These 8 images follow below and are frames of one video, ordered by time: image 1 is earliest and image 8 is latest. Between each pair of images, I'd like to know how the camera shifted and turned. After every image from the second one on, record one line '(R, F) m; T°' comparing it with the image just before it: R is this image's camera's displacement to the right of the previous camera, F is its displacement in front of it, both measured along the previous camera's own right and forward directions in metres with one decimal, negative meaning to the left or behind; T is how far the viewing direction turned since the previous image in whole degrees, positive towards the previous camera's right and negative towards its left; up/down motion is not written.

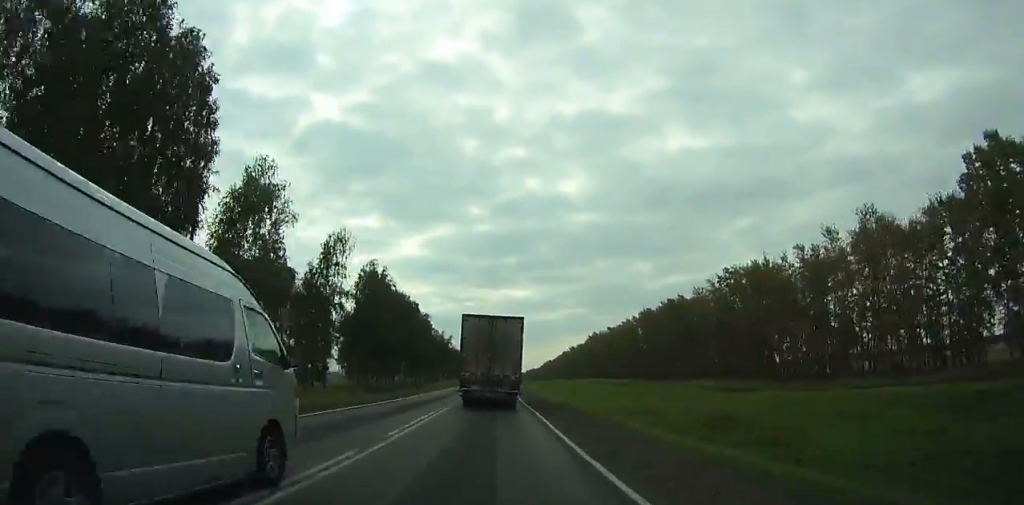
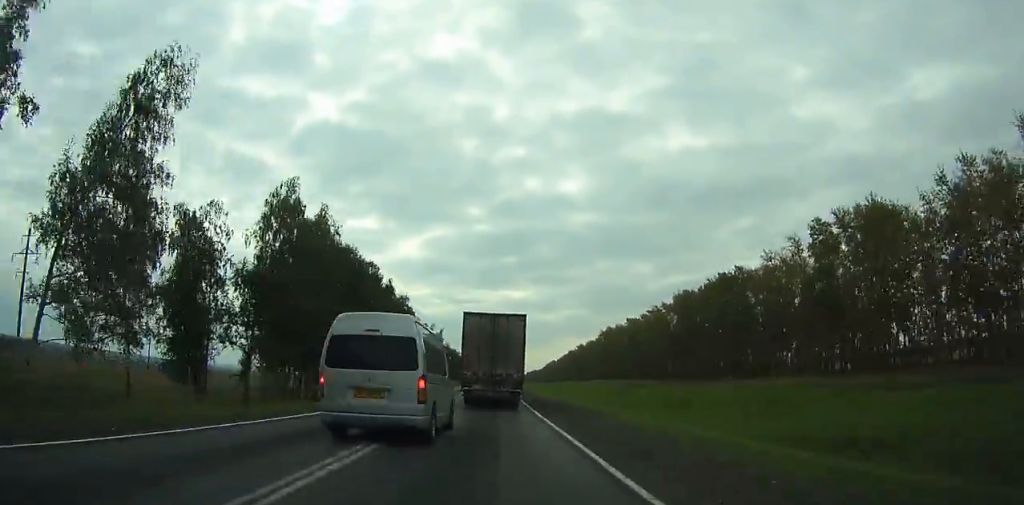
(+0.1, +34.3) m; 0°
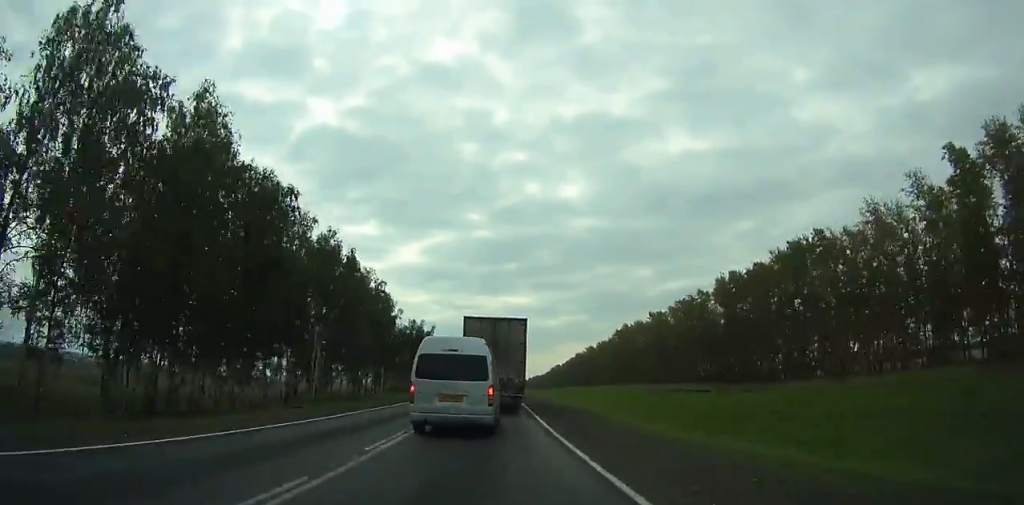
(-0.1, +27.7) m; 0°
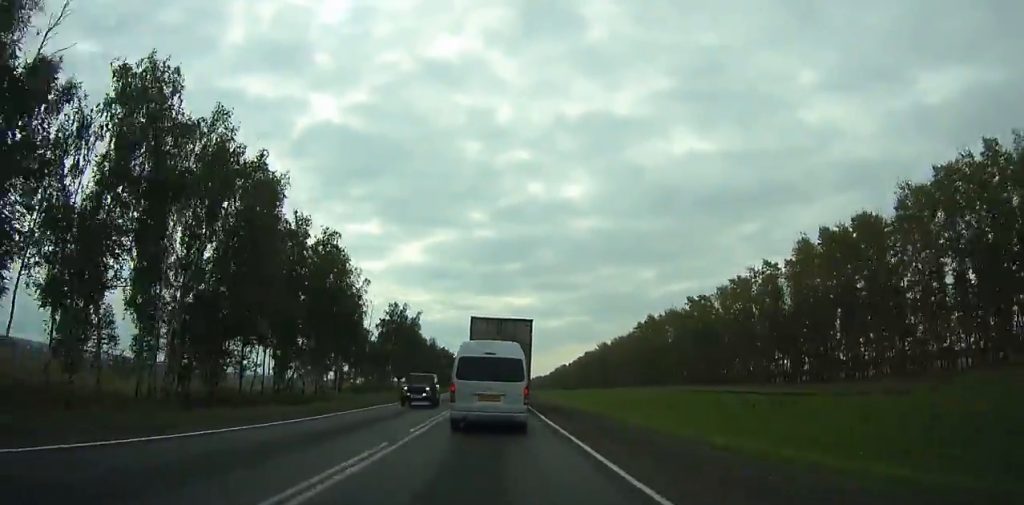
(-0.2, +31.8) m; 0°
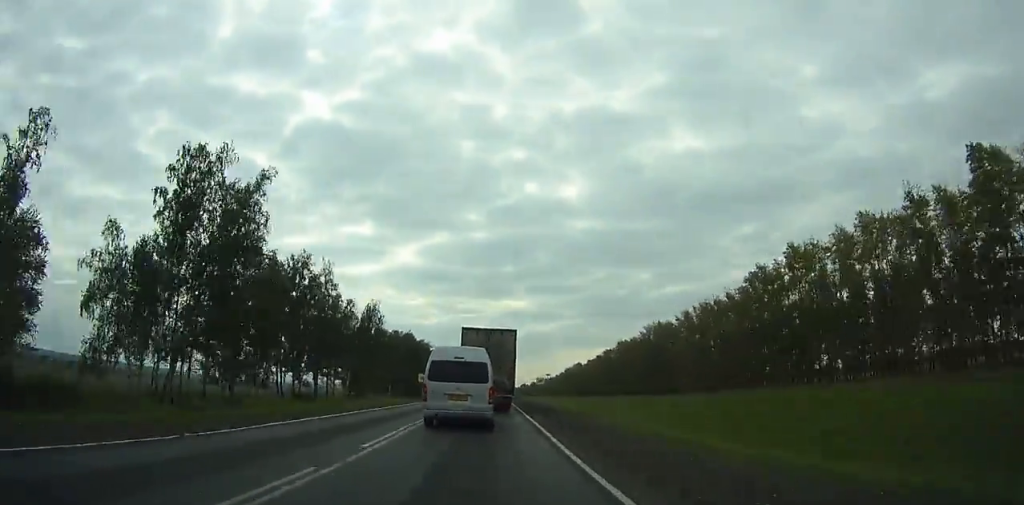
(+1.0, +89.2) m; 0°
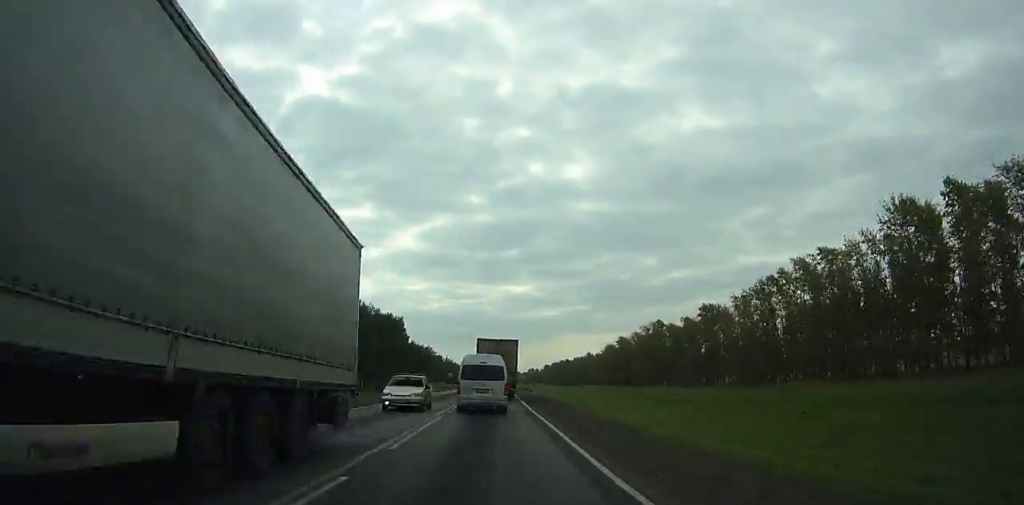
(-0.9, +150.0) m; 0°
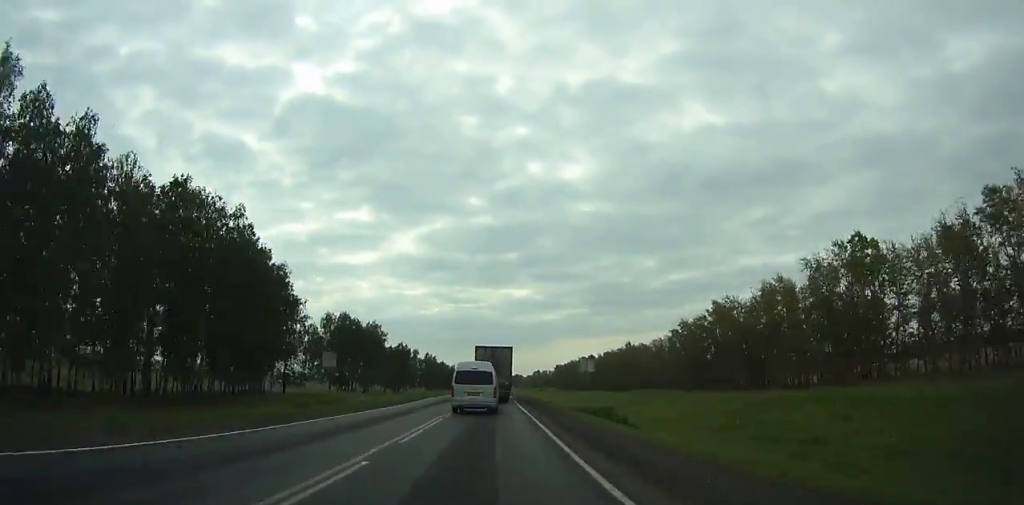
(-0.1, +92.0) m; -1°
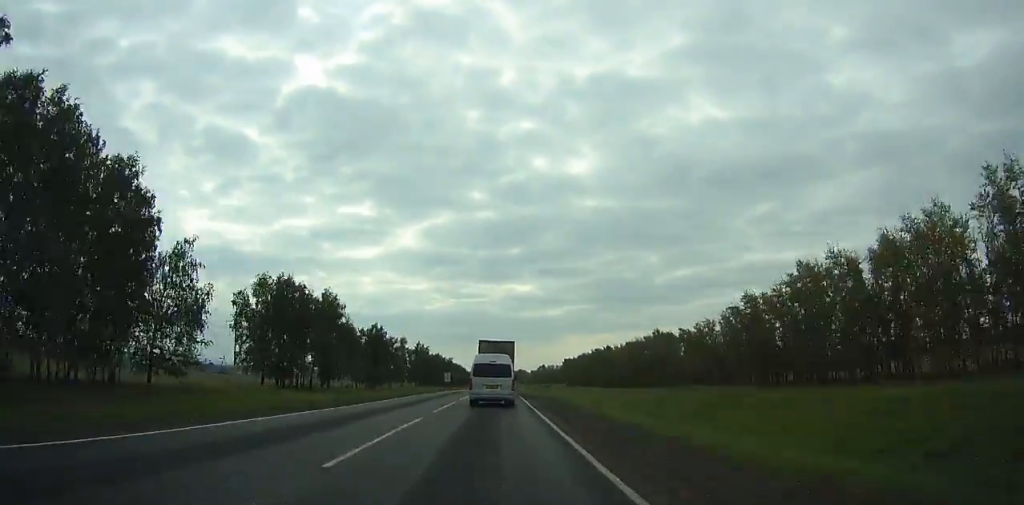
(+0.4, +35.0) m; -1°
